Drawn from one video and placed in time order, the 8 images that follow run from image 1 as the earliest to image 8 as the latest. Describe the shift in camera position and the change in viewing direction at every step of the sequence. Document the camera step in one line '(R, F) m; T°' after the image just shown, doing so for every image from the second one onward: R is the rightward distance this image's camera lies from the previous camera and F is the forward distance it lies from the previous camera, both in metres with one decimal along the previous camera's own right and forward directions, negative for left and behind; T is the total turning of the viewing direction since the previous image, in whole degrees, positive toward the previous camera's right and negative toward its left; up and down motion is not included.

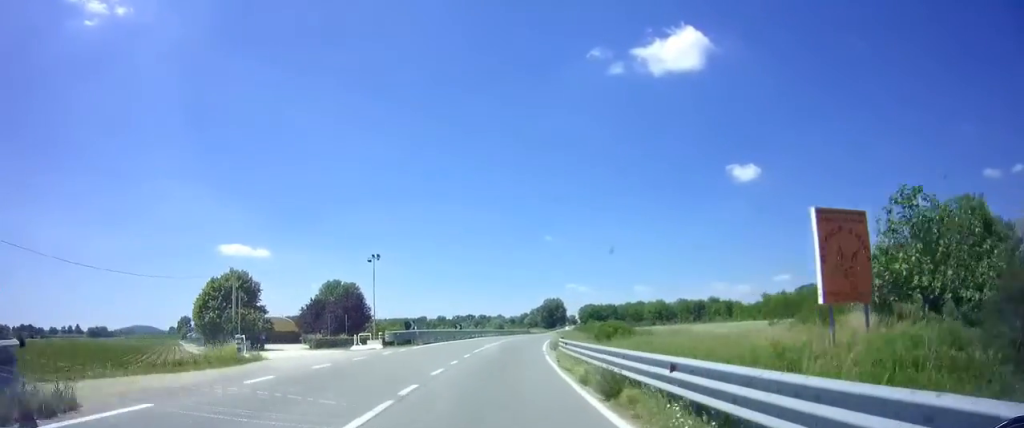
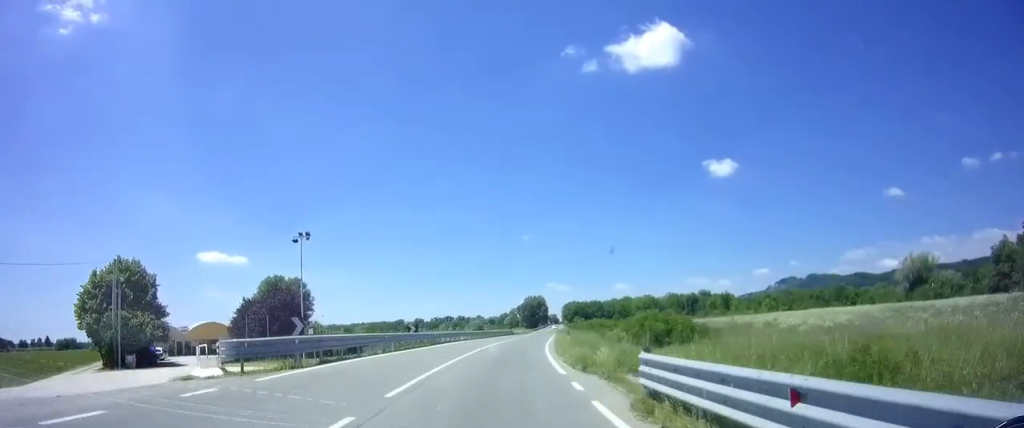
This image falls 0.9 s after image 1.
(+0.2, +16.9) m; +2°
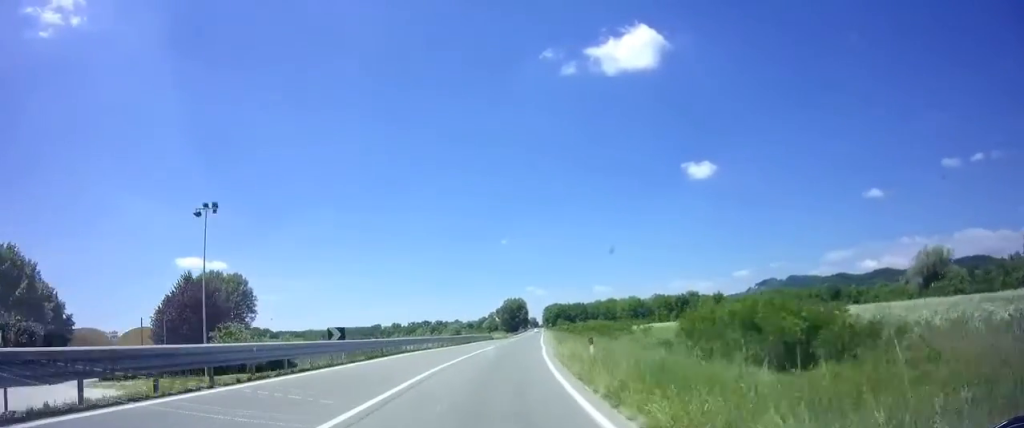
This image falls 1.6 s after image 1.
(+0.2, +12.7) m; +2°
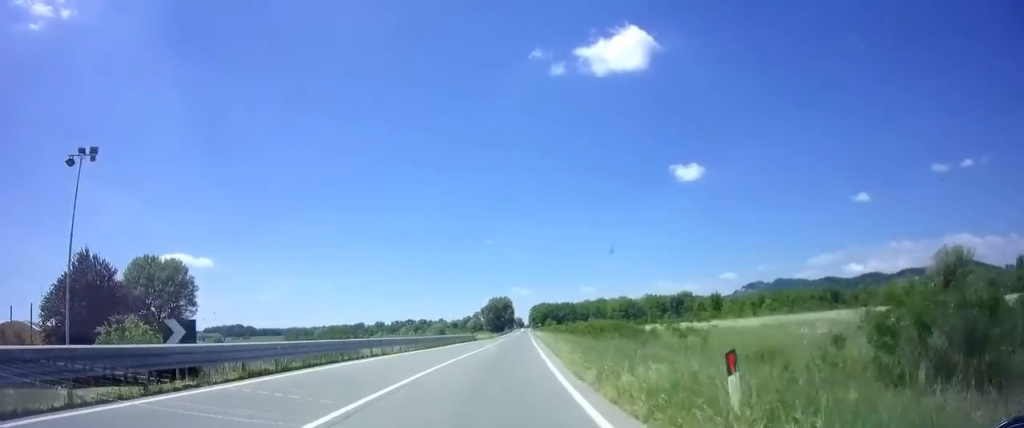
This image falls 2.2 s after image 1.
(+0.1, +10.9) m; +2°
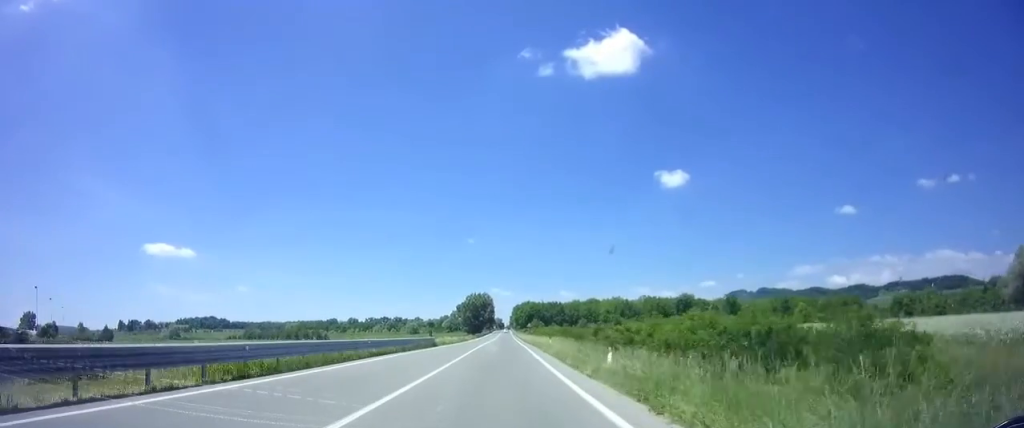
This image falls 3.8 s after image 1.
(+0.7, +29.1) m; +1°
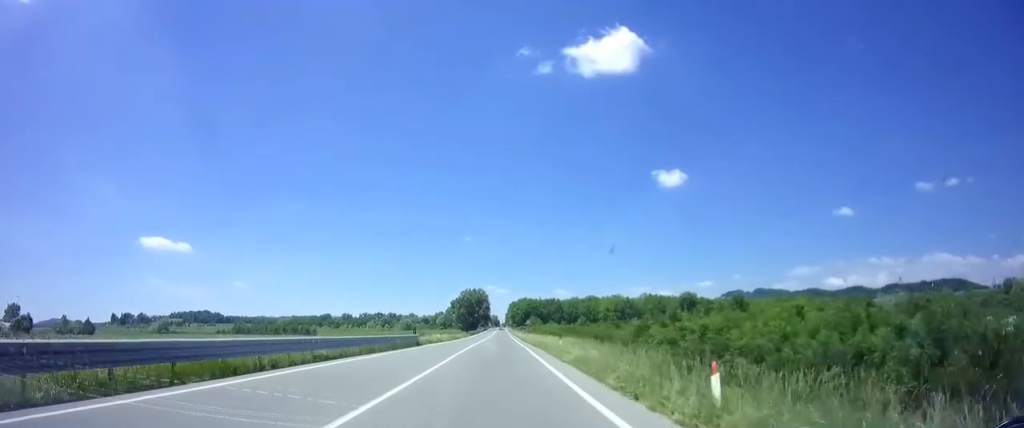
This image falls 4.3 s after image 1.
(0.0, +7.9) m; 0°
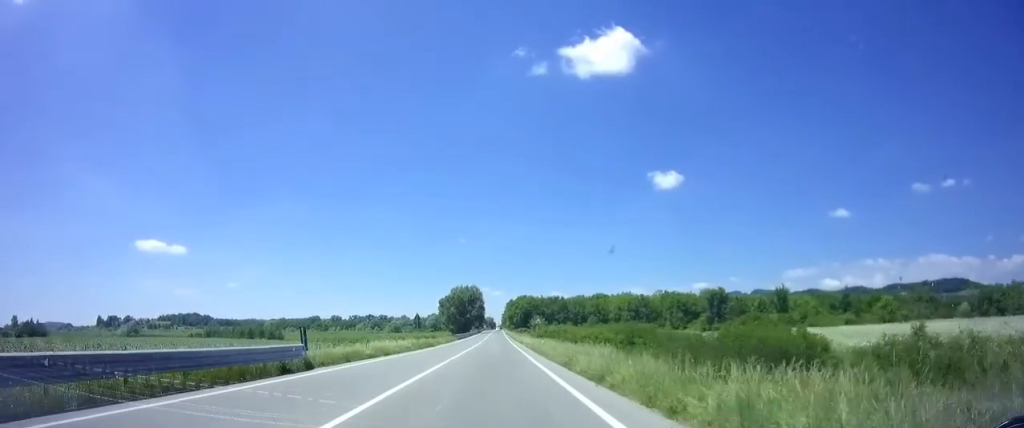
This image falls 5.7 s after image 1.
(-0.1, +26.3) m; -1°
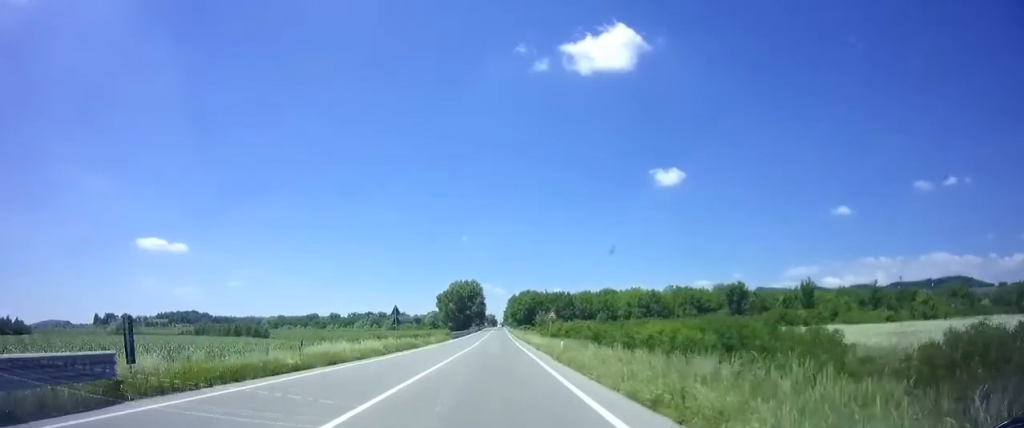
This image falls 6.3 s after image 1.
(+0.1, +11.1) m; -1°
